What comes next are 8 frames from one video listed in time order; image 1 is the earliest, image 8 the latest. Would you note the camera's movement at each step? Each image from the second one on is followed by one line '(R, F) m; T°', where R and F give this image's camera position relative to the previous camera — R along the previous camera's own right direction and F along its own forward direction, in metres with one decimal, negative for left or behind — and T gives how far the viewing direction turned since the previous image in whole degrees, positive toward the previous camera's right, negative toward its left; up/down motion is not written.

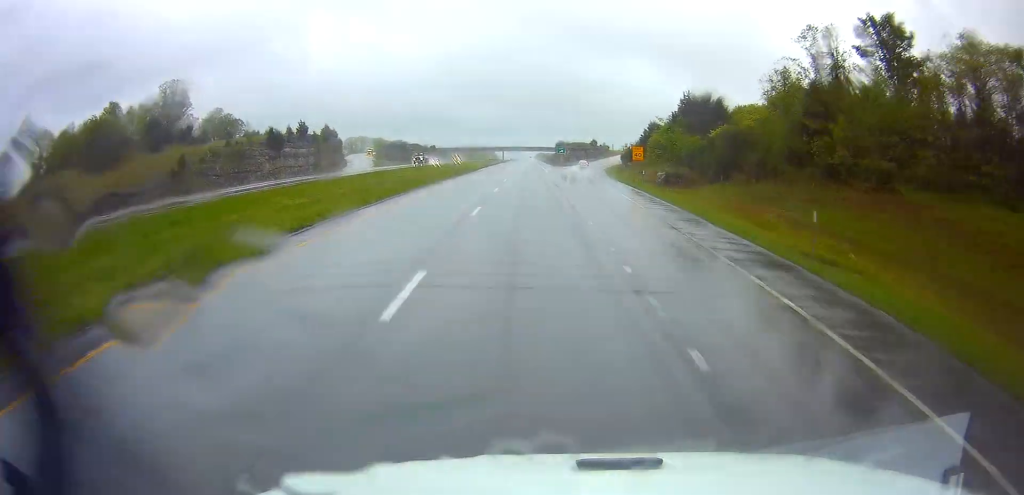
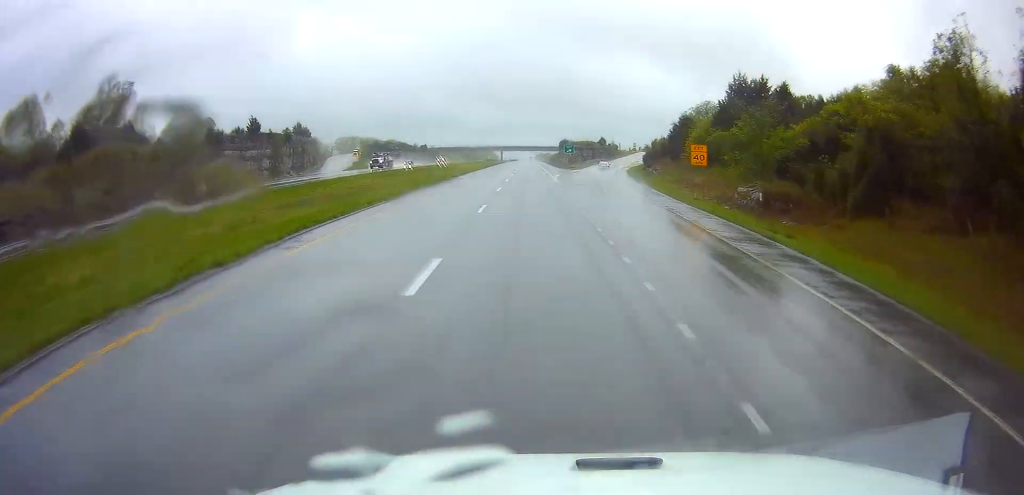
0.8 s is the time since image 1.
(0.0, +23.3) m; 0°
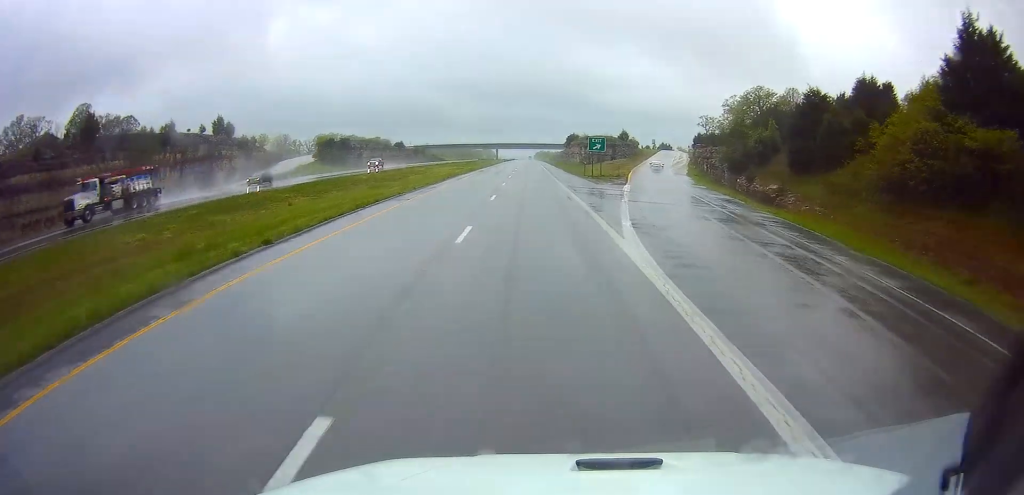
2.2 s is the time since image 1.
(+0.2, +43.6) m; 0°
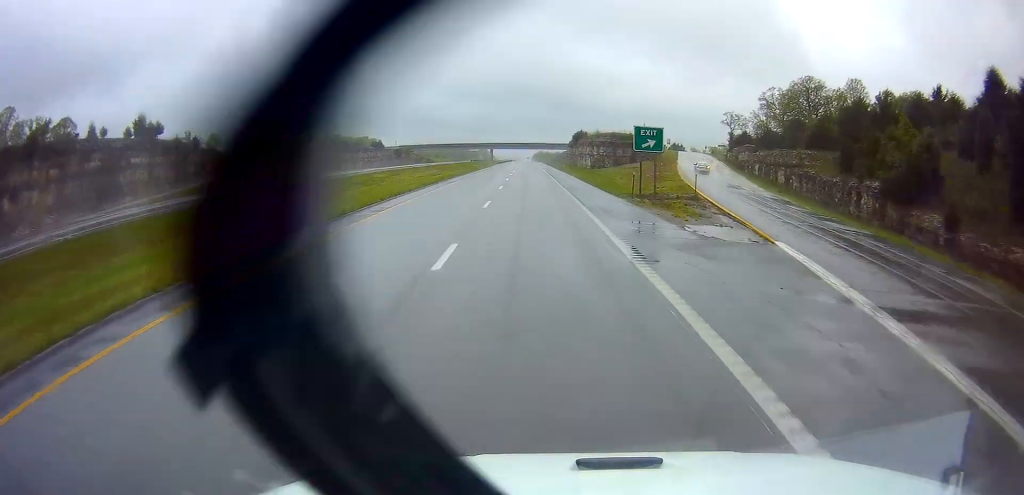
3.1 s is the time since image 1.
(-0.2, +27.6) m; 0°
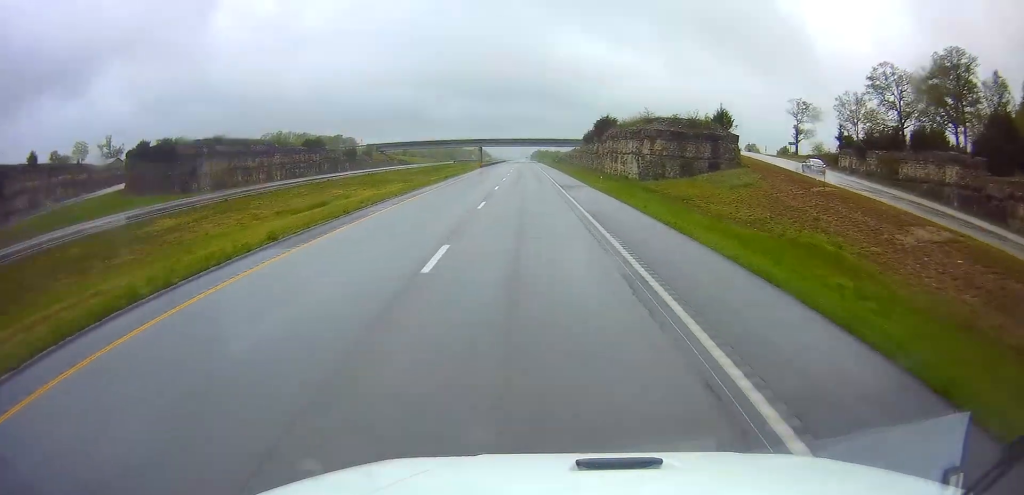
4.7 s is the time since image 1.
(+0.1, +49.2) m; 0°
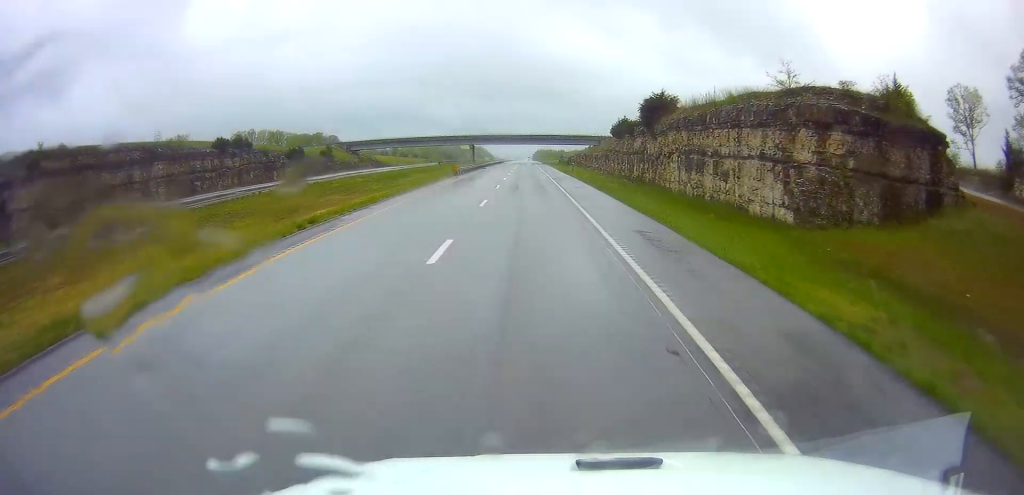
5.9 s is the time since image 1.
(0.0, +35.7) m; 0°
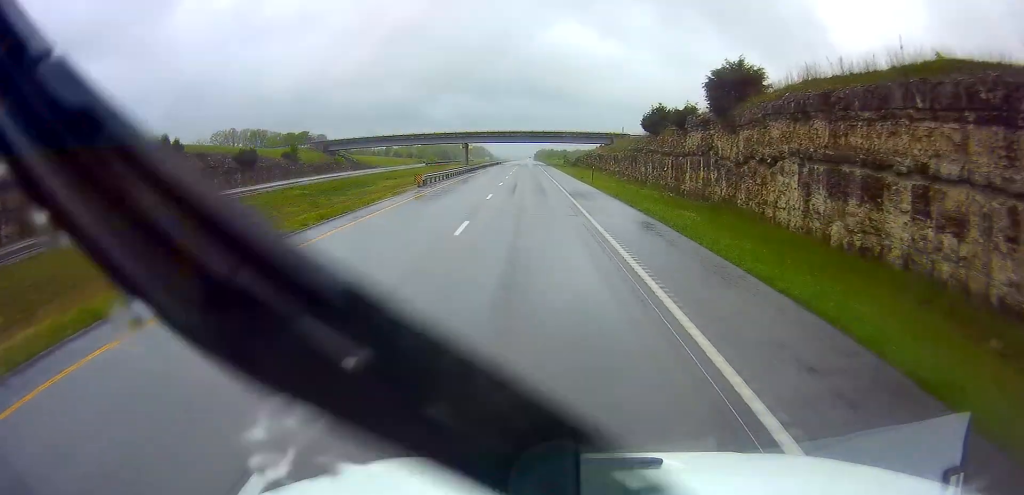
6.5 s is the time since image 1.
(-0.1, +20.4) m; 0°
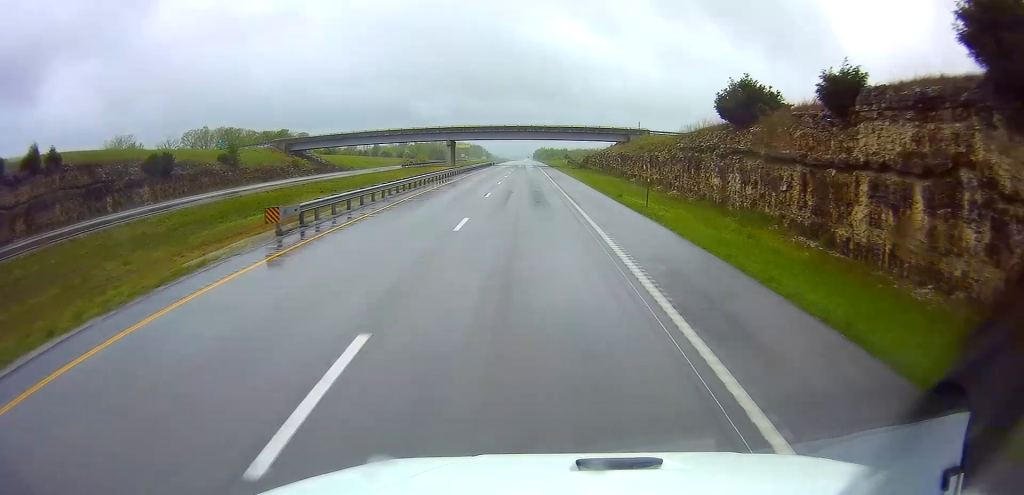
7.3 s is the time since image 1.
(0.0, +23.5) m; 0°
